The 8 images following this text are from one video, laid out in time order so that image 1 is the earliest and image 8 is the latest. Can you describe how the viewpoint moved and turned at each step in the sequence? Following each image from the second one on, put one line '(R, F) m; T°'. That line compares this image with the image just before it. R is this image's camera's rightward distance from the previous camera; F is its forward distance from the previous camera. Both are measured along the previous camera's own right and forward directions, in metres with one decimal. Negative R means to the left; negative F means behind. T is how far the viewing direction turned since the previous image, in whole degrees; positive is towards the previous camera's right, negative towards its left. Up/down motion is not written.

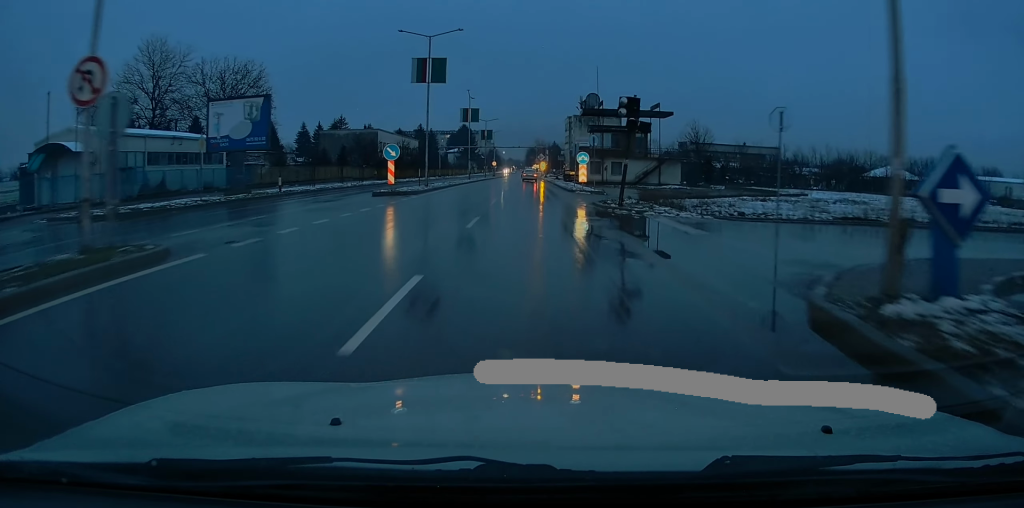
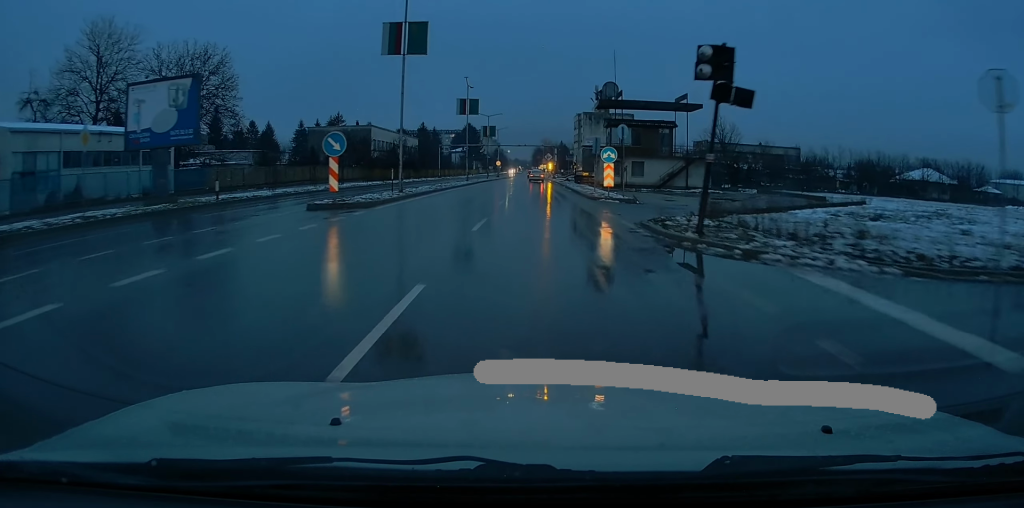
(-0.4, +9.3) m; -1°
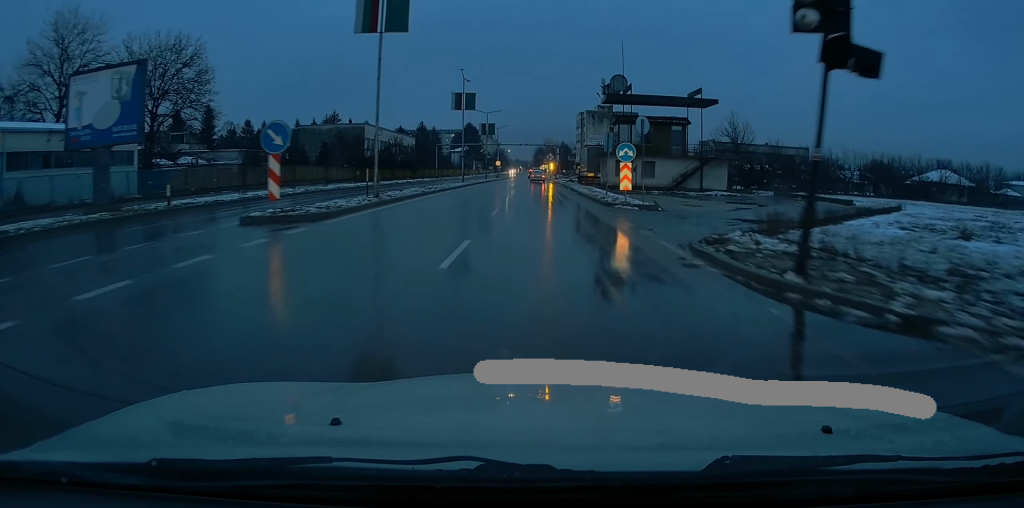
(+0.1, +4.7) m; 0°
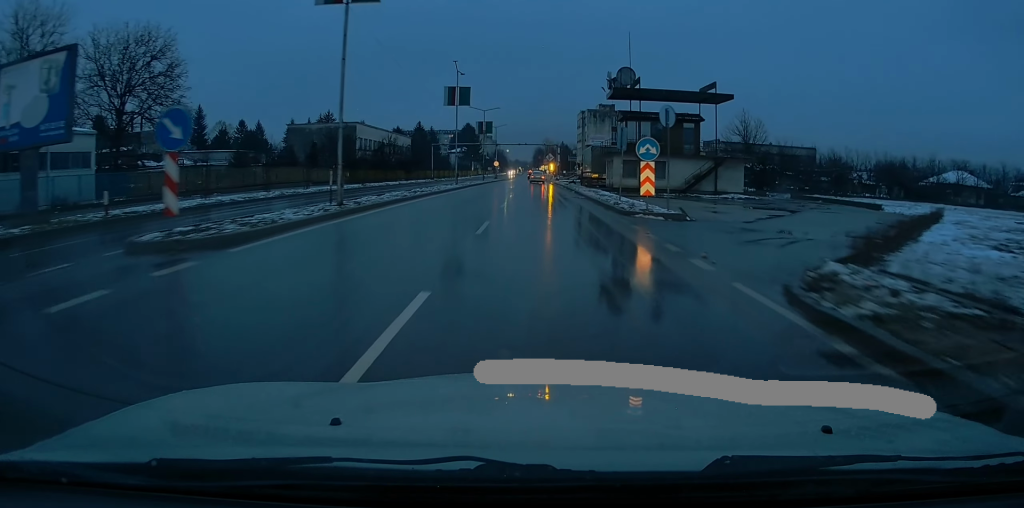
(+0.1, +4.4) m; 0°
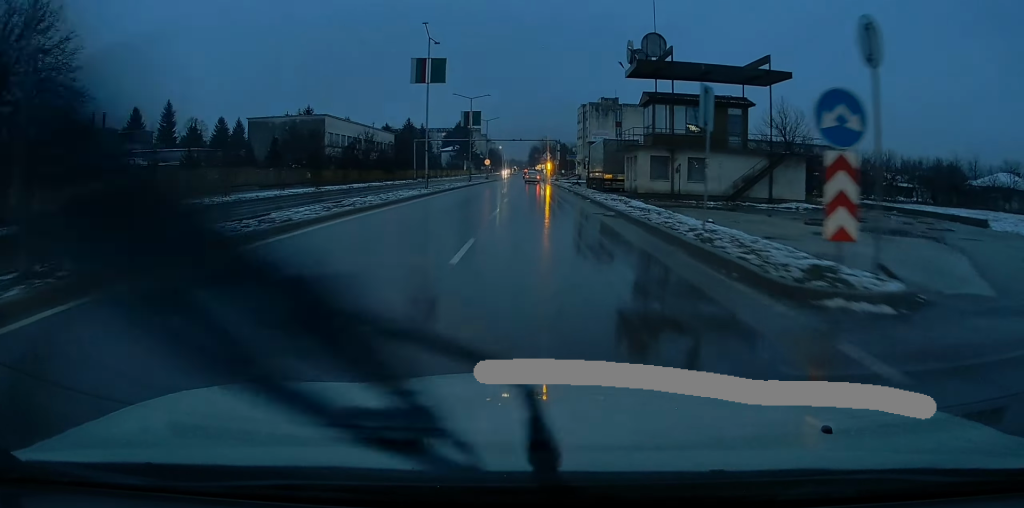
(0.0, +12.6) m; +1°
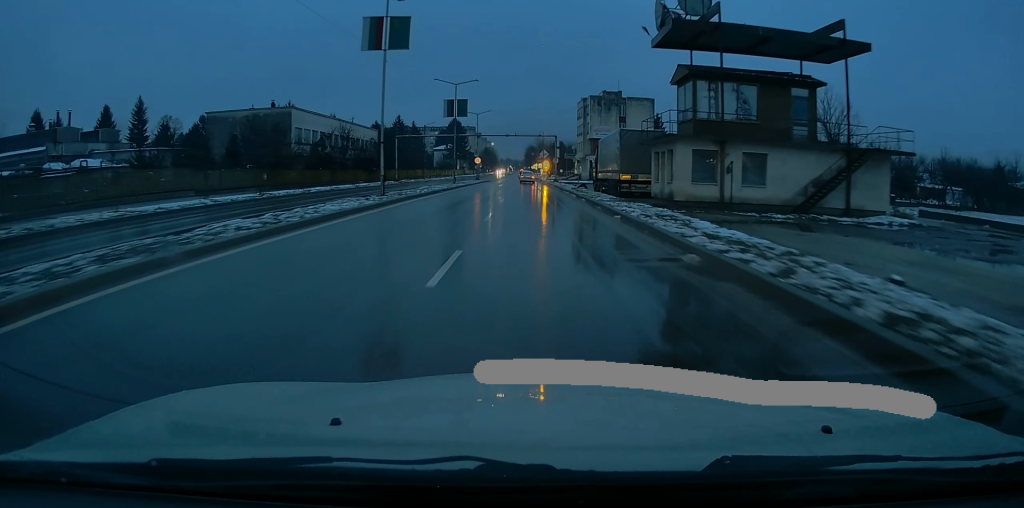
(+0.2, +10.3) m; -1°
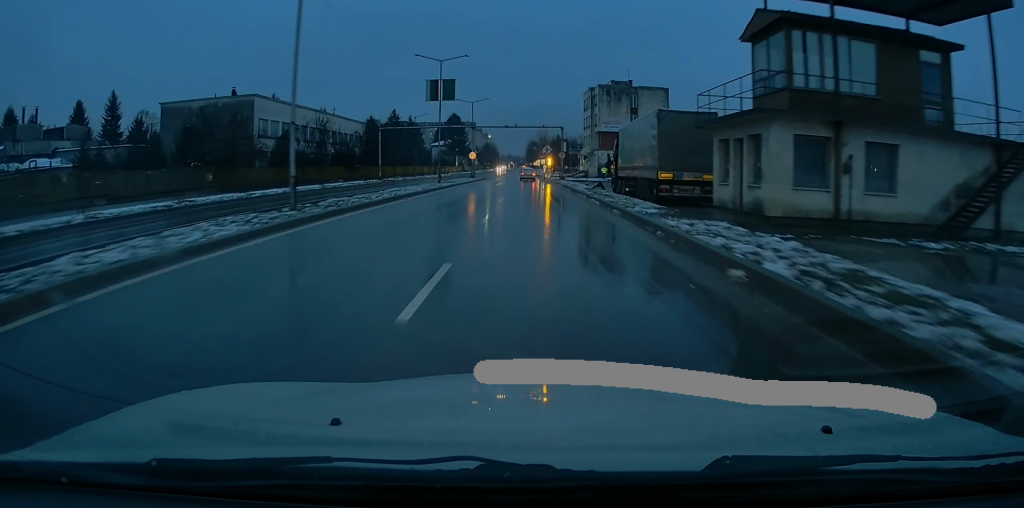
(-0.4, +10.3) m; -1°
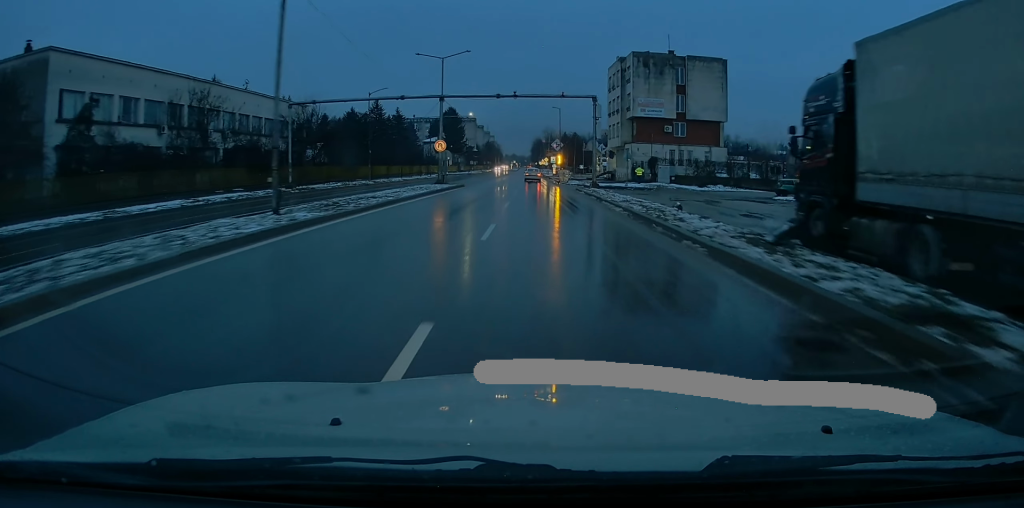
(+0.6, +29.5) m; 0°
